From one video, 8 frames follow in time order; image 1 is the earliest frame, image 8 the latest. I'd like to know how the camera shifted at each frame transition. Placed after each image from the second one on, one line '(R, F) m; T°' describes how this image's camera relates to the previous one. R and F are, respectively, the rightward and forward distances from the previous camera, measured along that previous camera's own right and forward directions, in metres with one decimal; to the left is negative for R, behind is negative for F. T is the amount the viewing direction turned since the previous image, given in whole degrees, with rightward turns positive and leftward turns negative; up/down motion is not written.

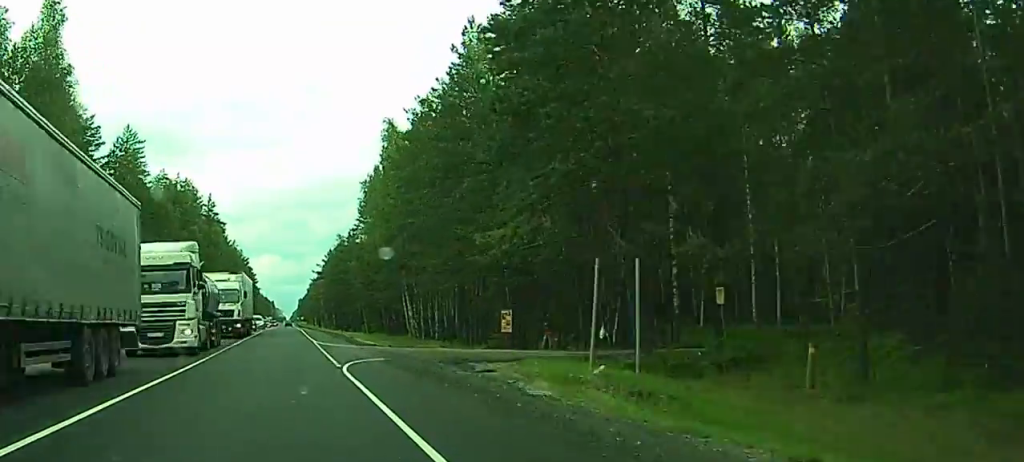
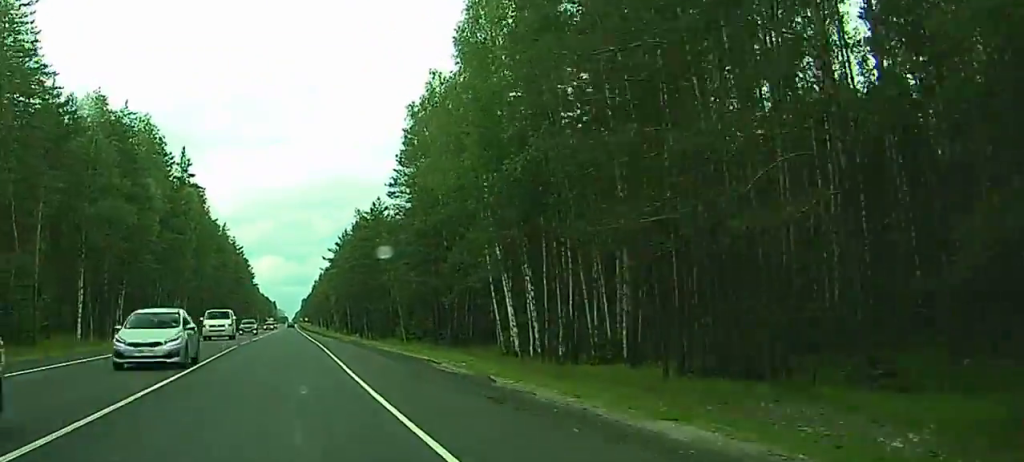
(+0.2, +44.3) m; 0°
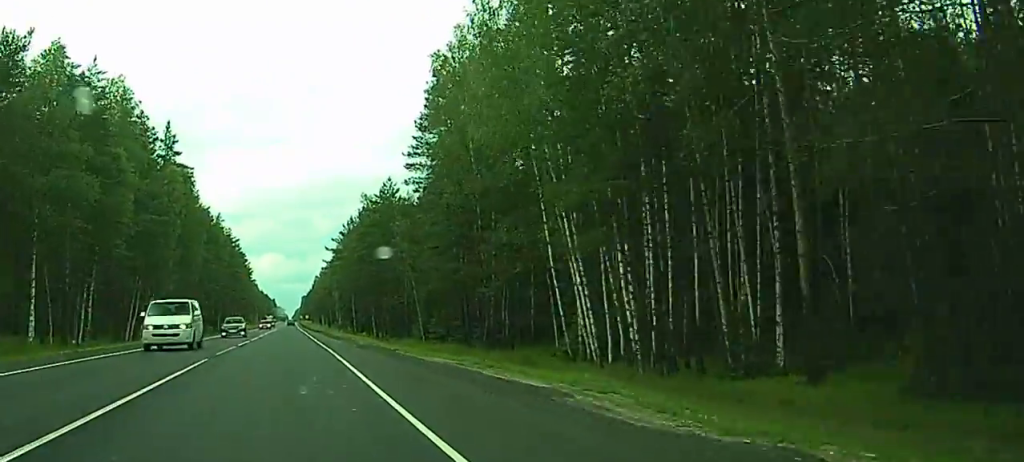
(0.0, +14.2) m; 0°
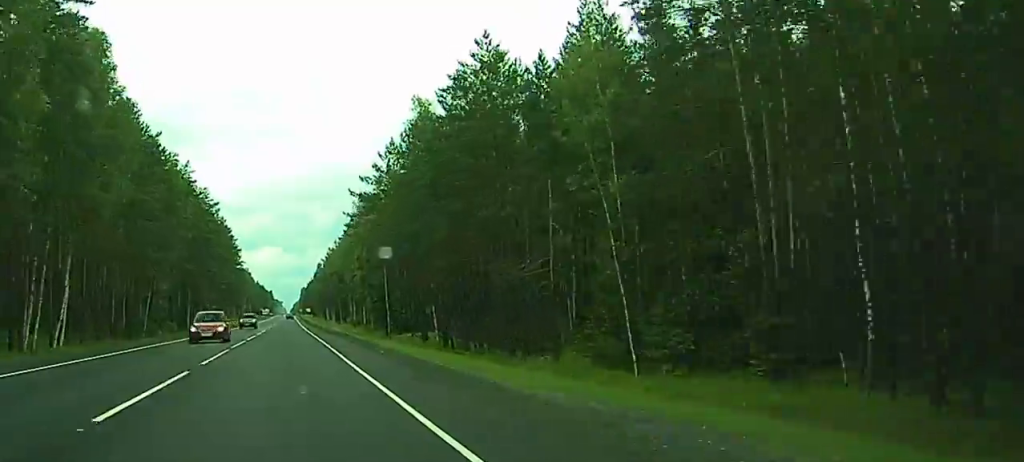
(0.0, +53.9) m; 0°
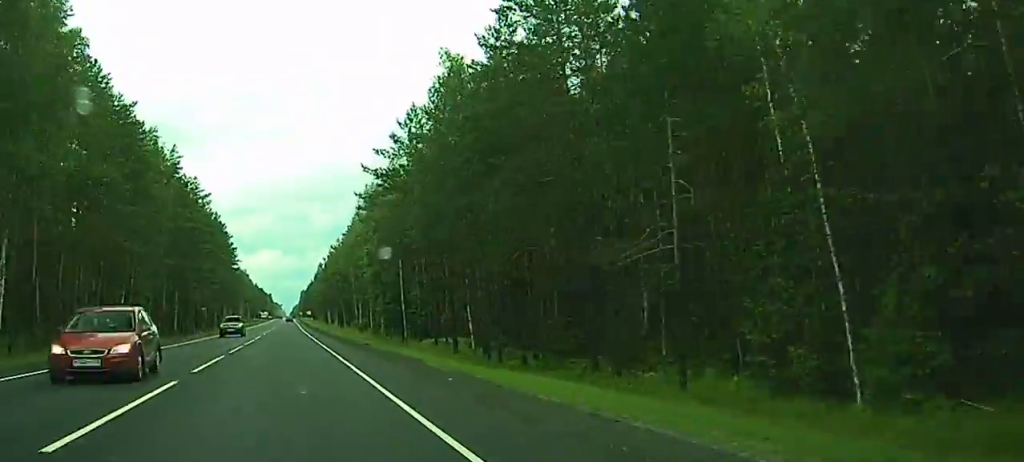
(0.0, +14.2) m; 0°
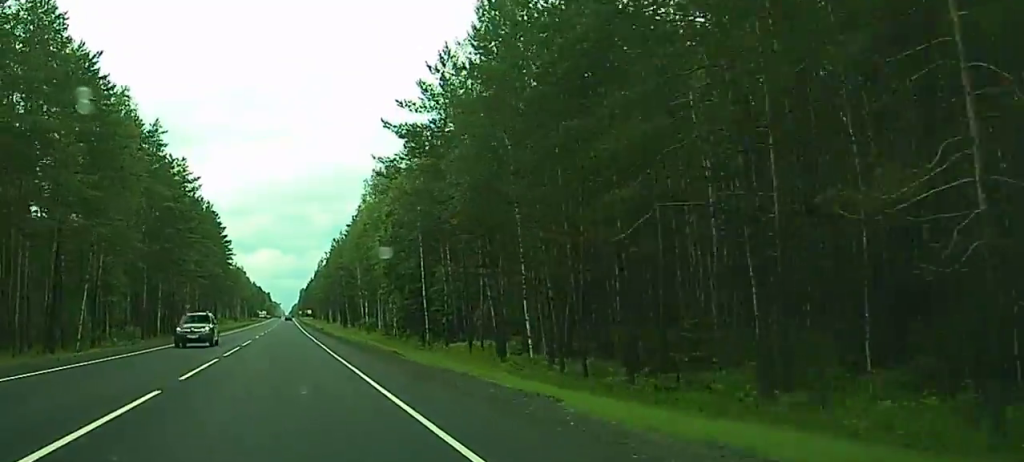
(0.0, +14.2) m; 0°
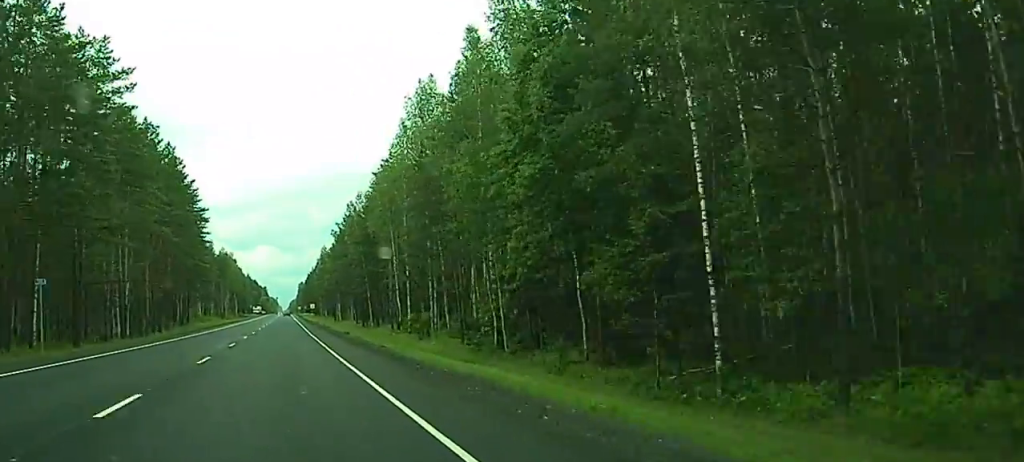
(+0.6, +49.2) m; +1°
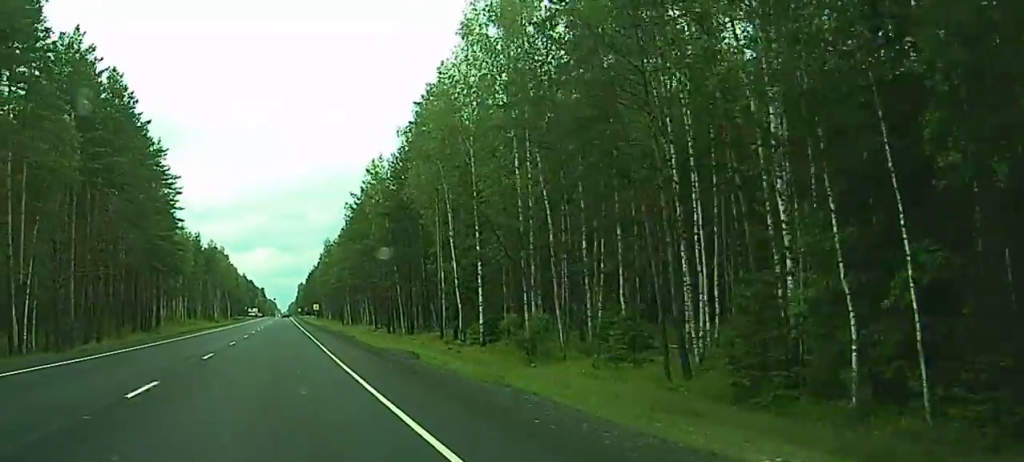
(-0.3, +33.2) m; -1°
